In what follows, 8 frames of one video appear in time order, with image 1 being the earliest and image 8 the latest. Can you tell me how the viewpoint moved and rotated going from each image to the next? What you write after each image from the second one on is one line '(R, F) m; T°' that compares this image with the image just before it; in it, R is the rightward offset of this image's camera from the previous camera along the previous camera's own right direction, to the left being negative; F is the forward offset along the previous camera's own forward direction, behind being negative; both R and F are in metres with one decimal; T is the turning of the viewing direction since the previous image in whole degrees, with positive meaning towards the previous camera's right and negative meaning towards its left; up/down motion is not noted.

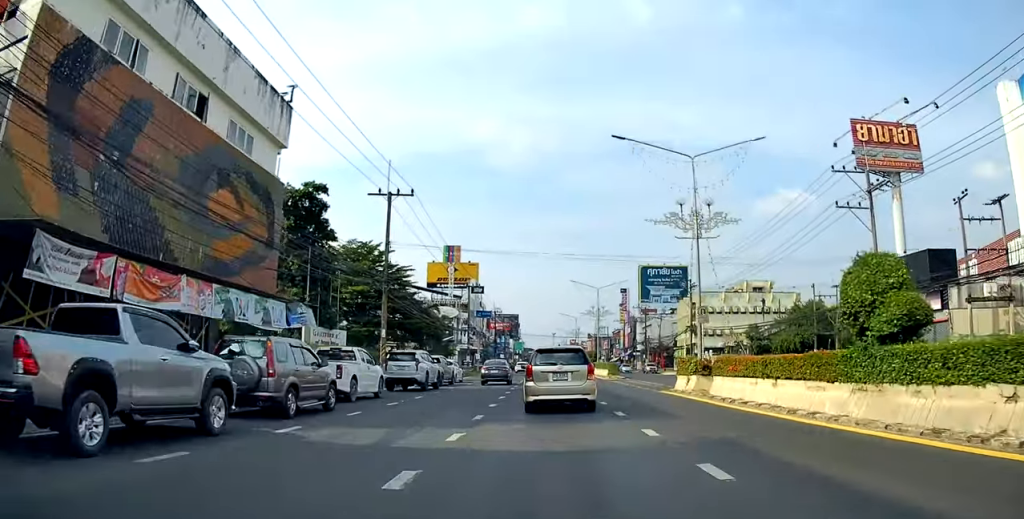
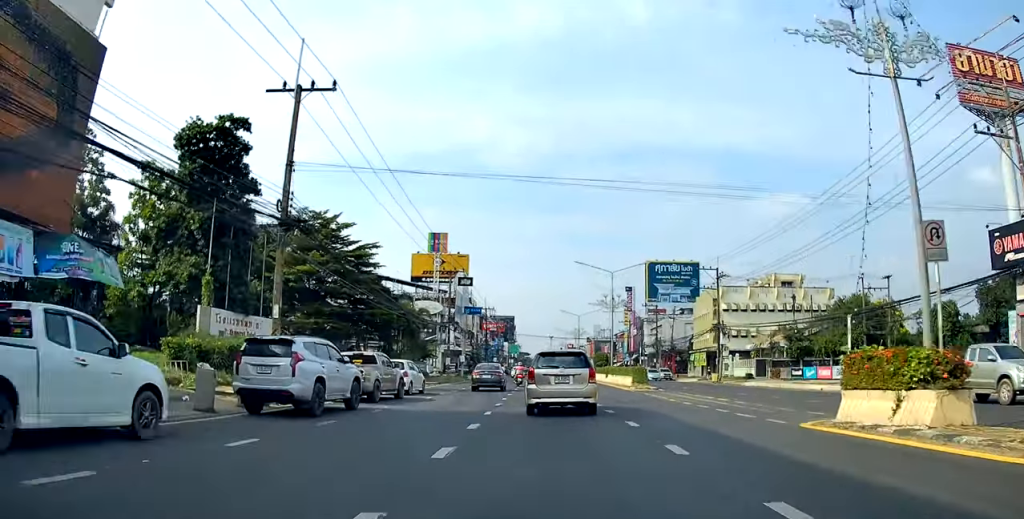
(-0.2, +13.8) m; -3°
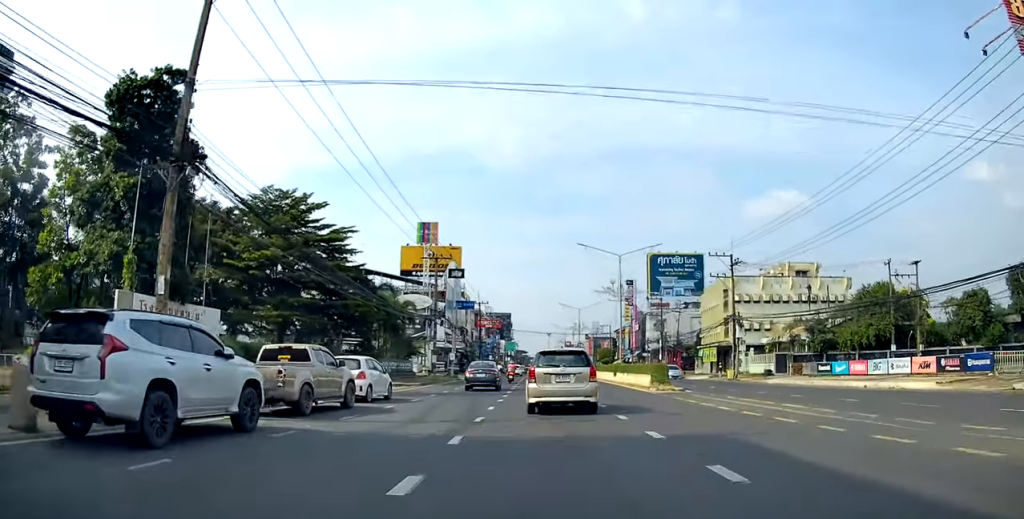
(-0.4, +6.7) m; 0°
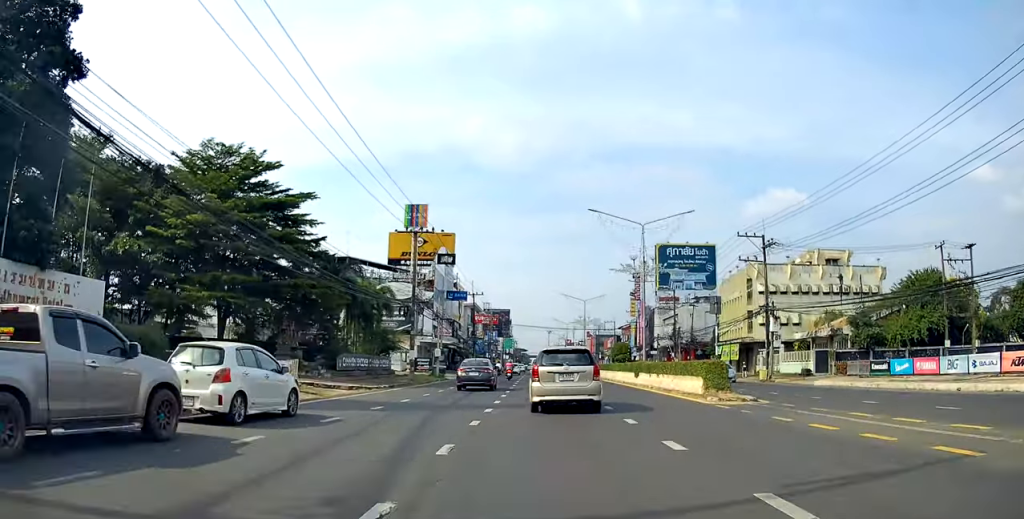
(+0.2, +9.8) m; +2°
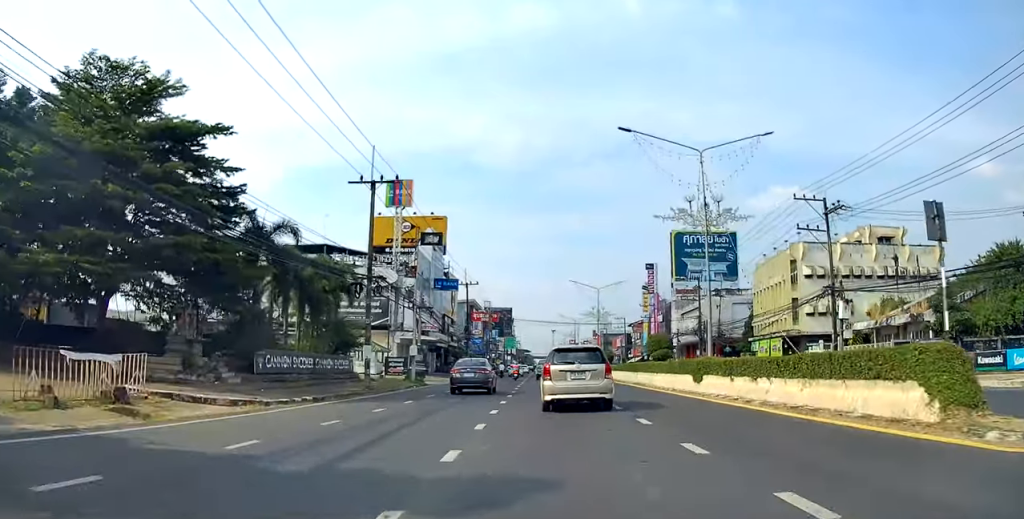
(+0.4, +12.8) m; 0°
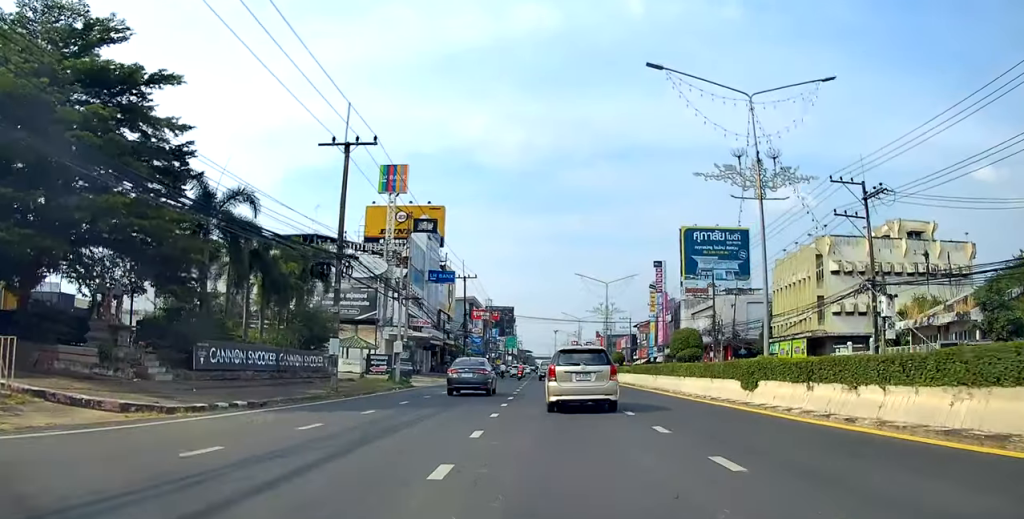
(+0.2, +5.5) m; -1°
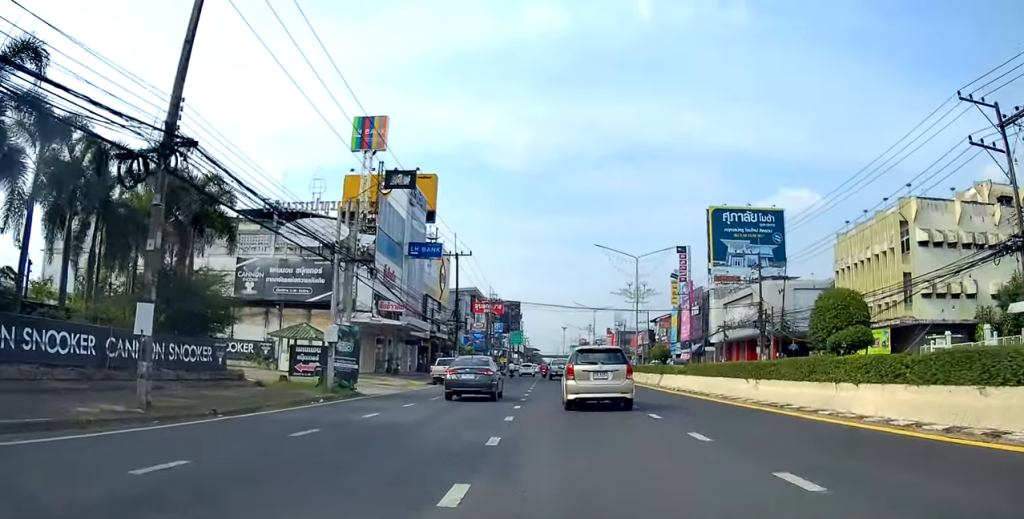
(-0.7, +14.0) m; -1°
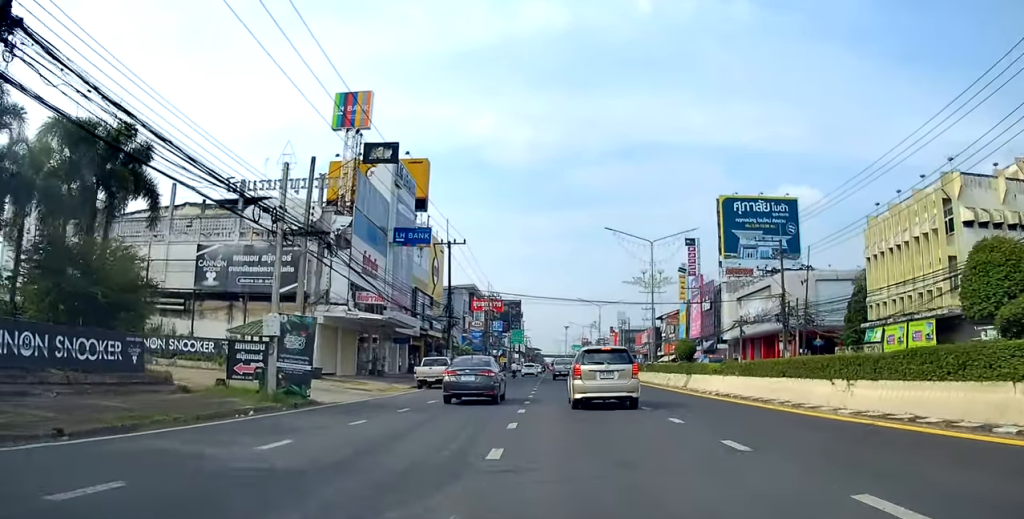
(+0.2, +6.0) m; -1°
